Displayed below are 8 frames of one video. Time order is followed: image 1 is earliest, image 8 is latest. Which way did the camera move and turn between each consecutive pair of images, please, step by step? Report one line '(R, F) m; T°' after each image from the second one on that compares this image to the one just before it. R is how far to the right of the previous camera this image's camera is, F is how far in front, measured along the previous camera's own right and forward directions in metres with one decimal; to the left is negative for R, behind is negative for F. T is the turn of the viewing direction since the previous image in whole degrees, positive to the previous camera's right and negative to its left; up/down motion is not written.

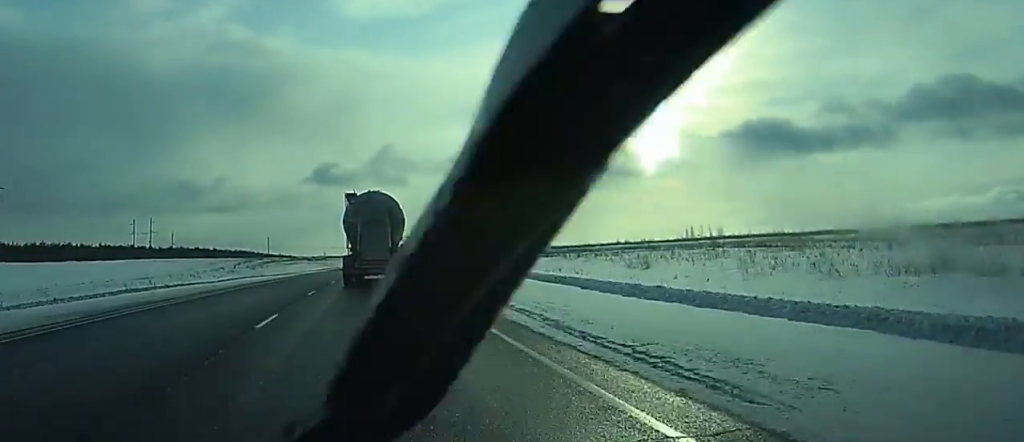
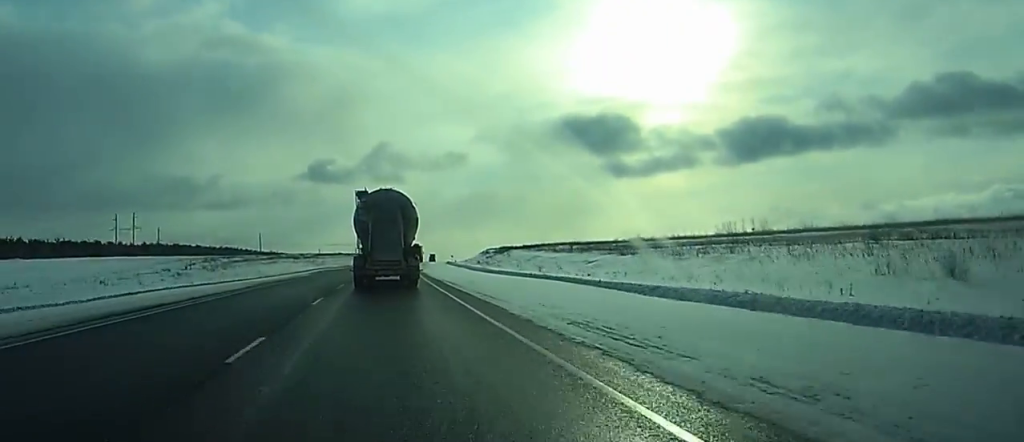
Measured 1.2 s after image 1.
(+0.2, +29.4) m; +1°
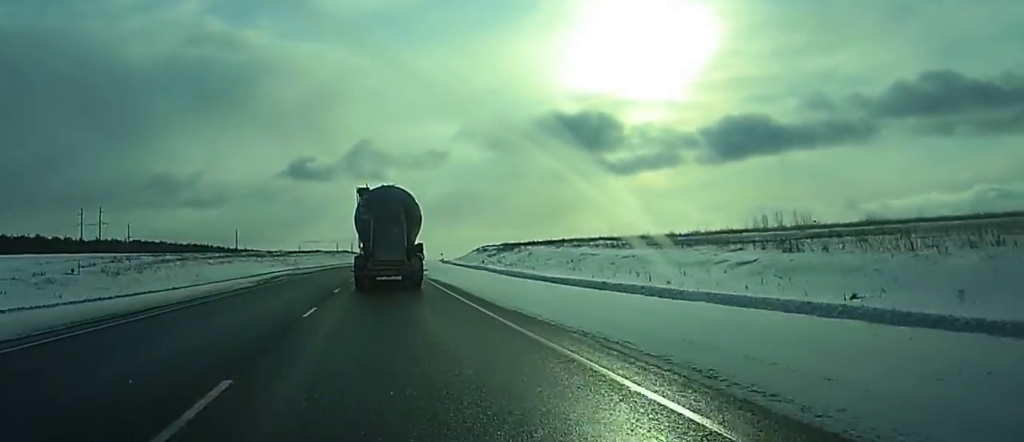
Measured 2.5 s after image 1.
(+0.3, +29.1) m; +1°
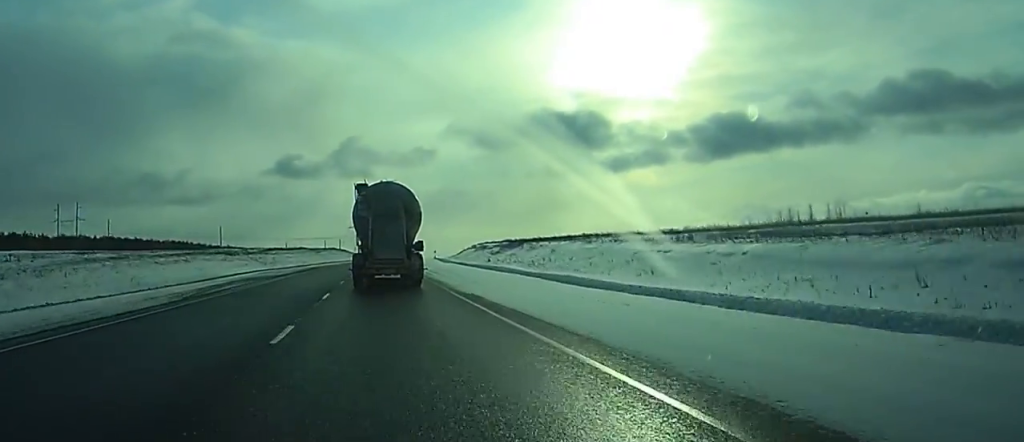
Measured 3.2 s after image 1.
(+0.2, +18.0) m; +1°
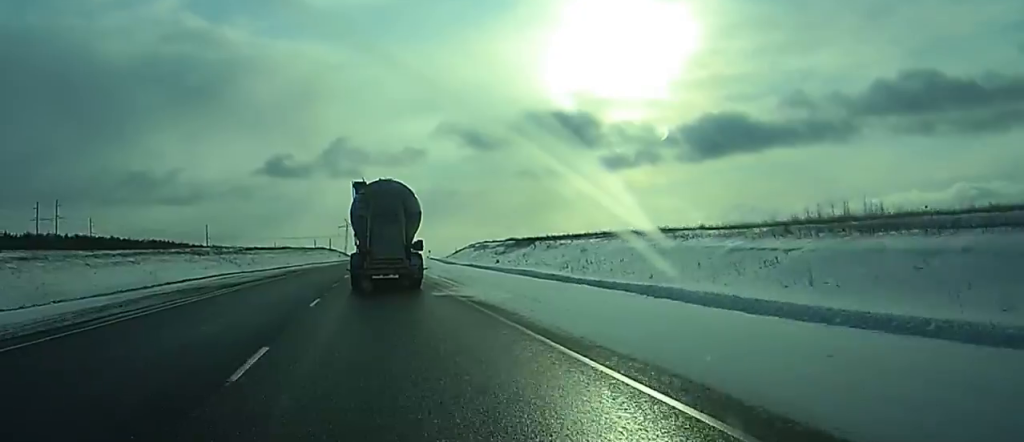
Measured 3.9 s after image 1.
(+0.1, +15.6) m; 0°
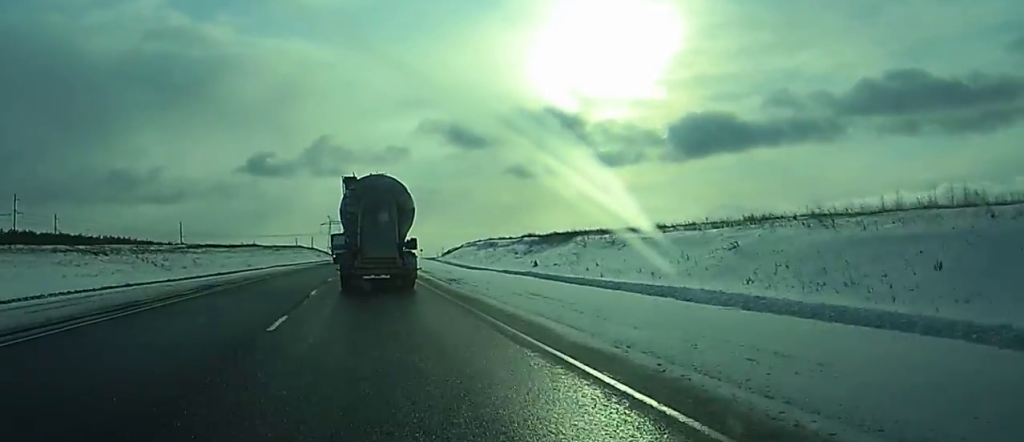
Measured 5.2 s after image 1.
(+0.1, +31.1) m; 0°
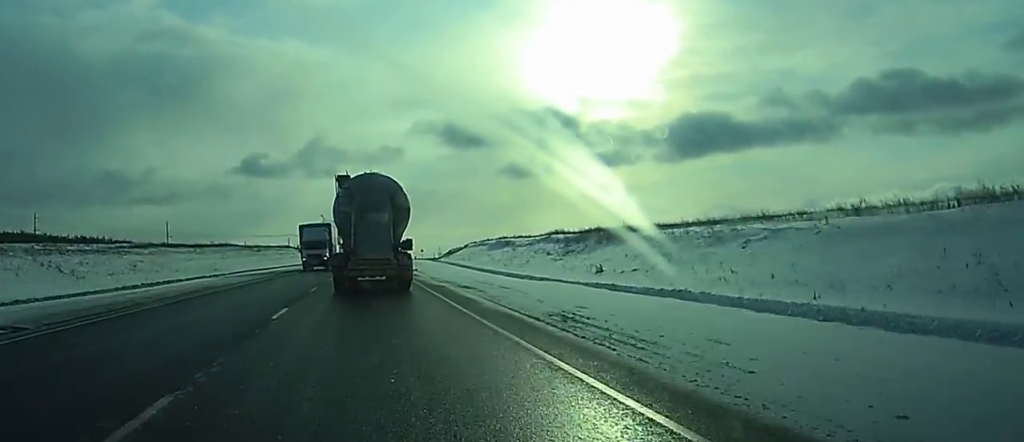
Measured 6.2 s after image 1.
(+0.1, +21.7) m; +1°
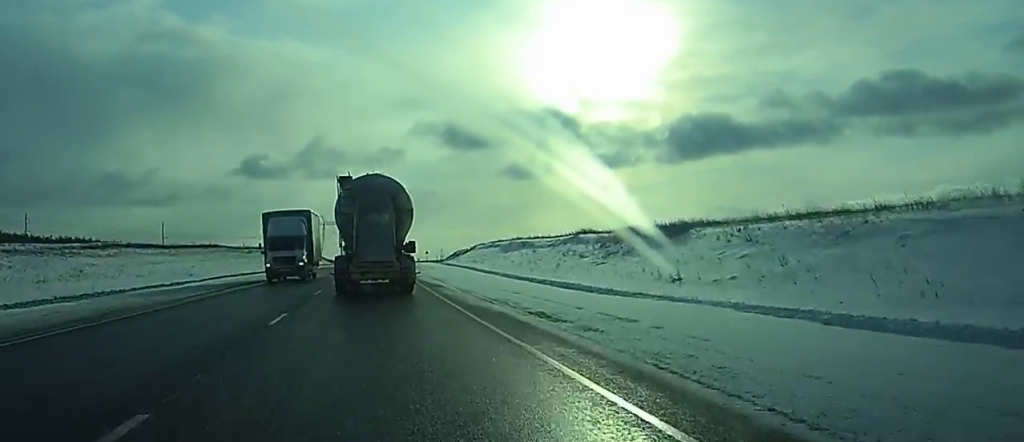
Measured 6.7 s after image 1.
(+0.1, +13.1) m; 0°
